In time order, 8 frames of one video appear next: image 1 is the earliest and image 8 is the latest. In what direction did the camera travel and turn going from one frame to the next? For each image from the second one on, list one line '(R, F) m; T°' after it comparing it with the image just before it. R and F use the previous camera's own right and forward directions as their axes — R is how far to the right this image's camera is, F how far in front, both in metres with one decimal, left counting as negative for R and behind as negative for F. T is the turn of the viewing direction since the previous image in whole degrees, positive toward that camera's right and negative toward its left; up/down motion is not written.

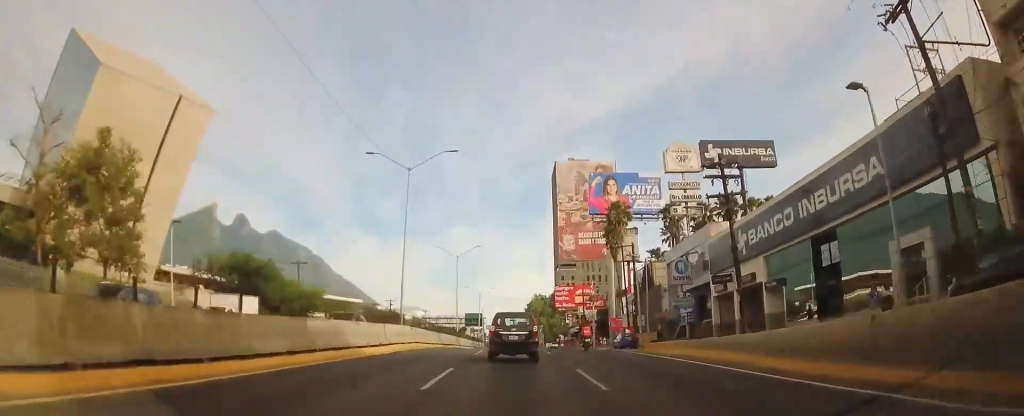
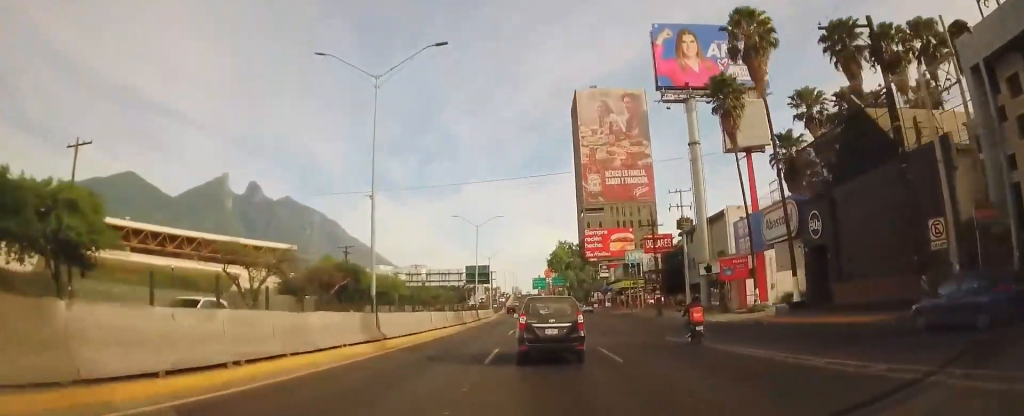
(-1.9, +44.1) m; -5°
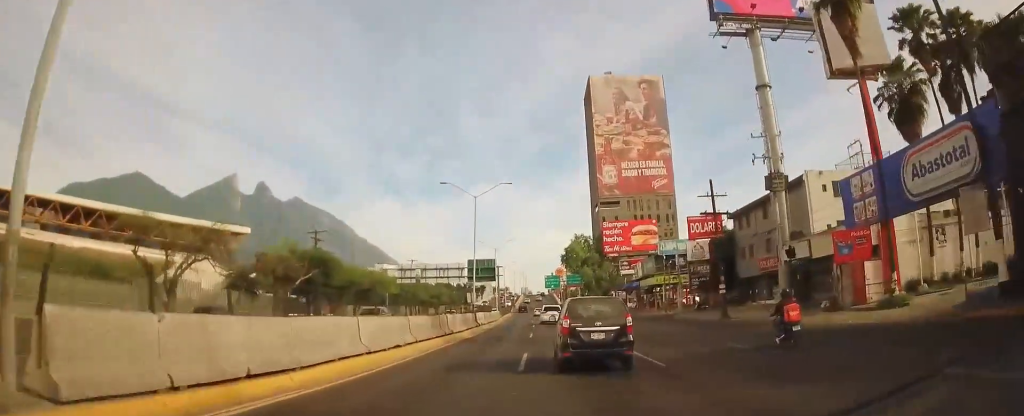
(-0.2, +16.4) m; -1°
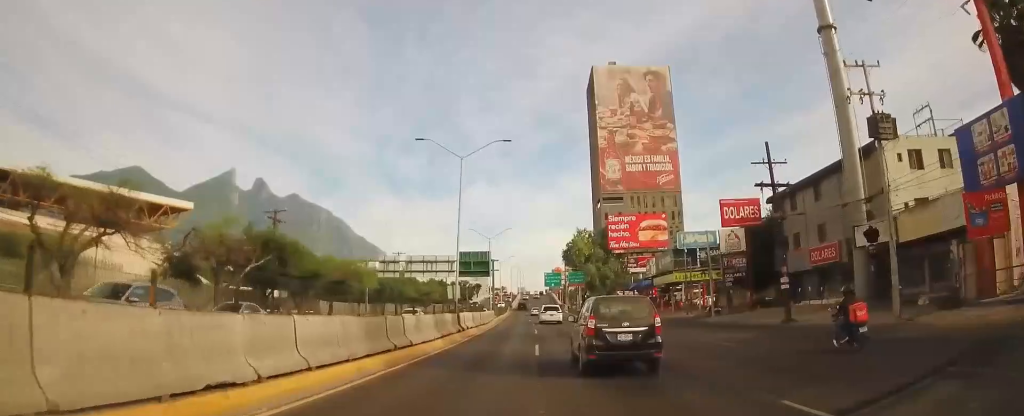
(0.0, +11.0) m; 0°
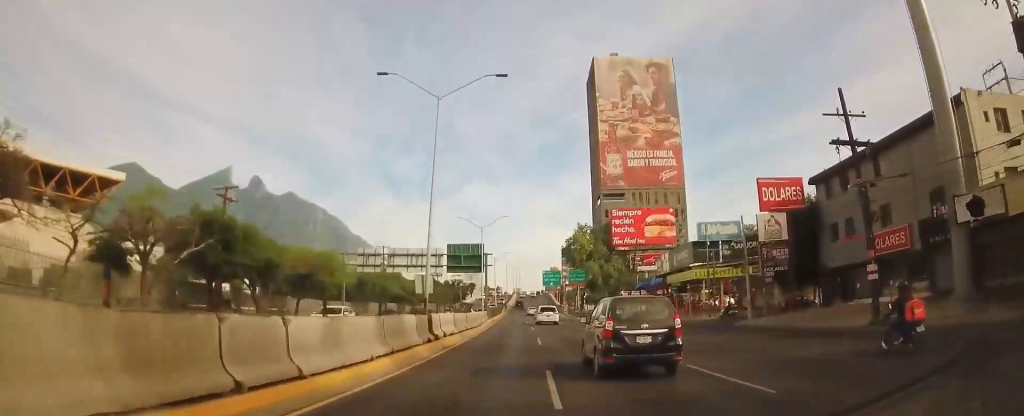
(0.0, +9.2) m; +1°
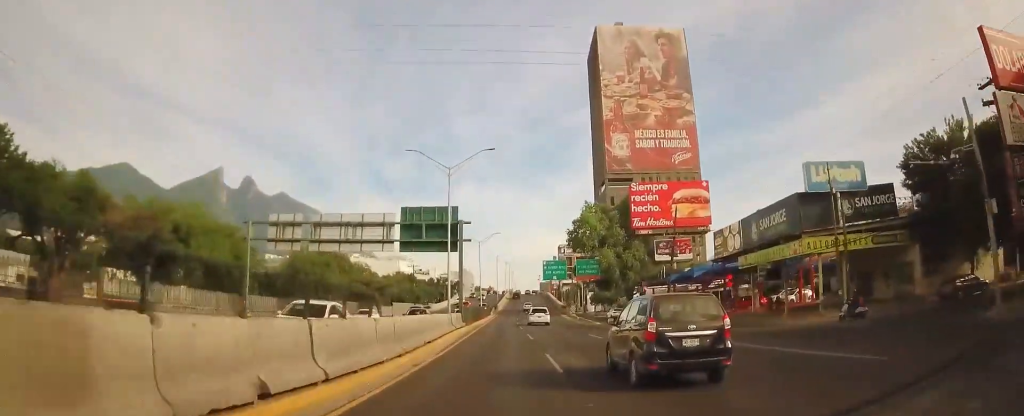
(+0.3, +24.9) m; 0°
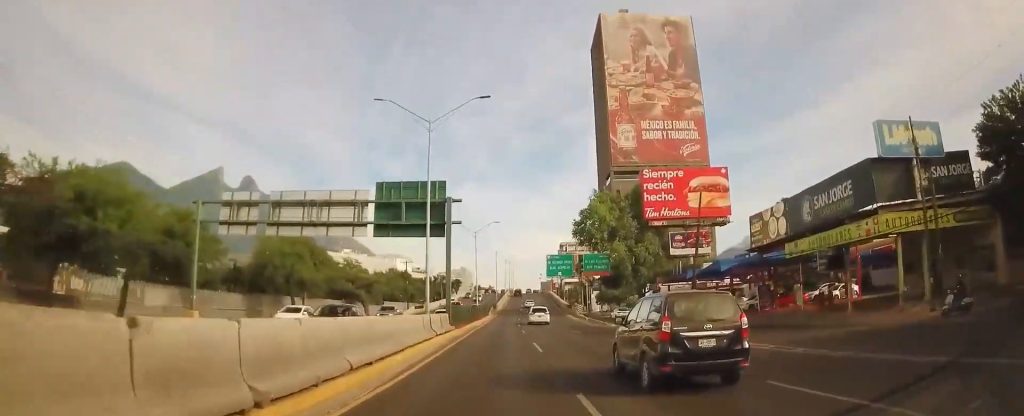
(0.0, +8.3) m; 0°
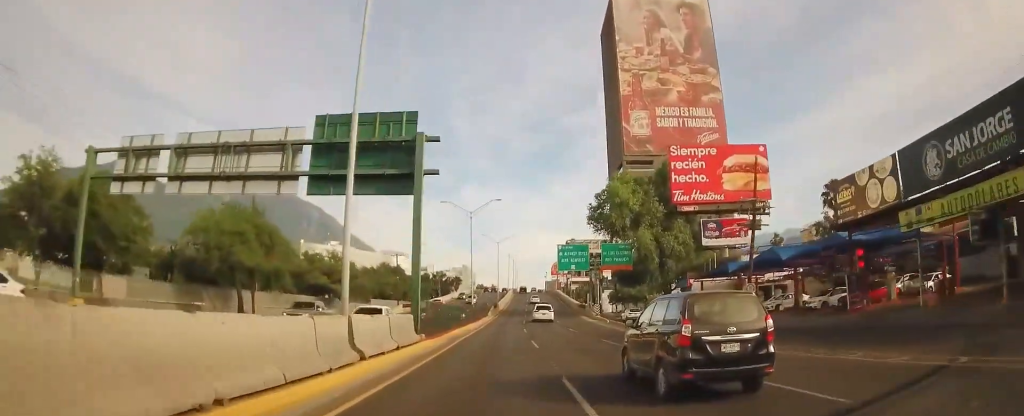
(-0.3, +12.5) m; 0°
